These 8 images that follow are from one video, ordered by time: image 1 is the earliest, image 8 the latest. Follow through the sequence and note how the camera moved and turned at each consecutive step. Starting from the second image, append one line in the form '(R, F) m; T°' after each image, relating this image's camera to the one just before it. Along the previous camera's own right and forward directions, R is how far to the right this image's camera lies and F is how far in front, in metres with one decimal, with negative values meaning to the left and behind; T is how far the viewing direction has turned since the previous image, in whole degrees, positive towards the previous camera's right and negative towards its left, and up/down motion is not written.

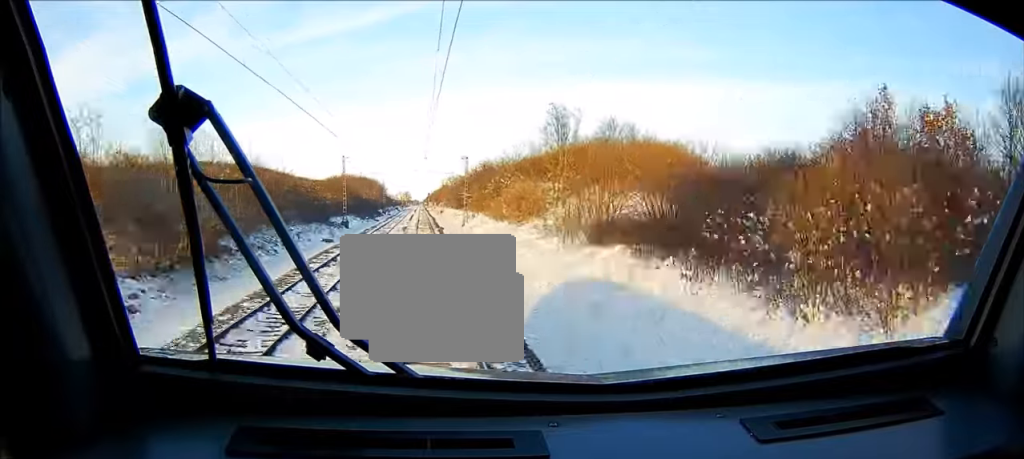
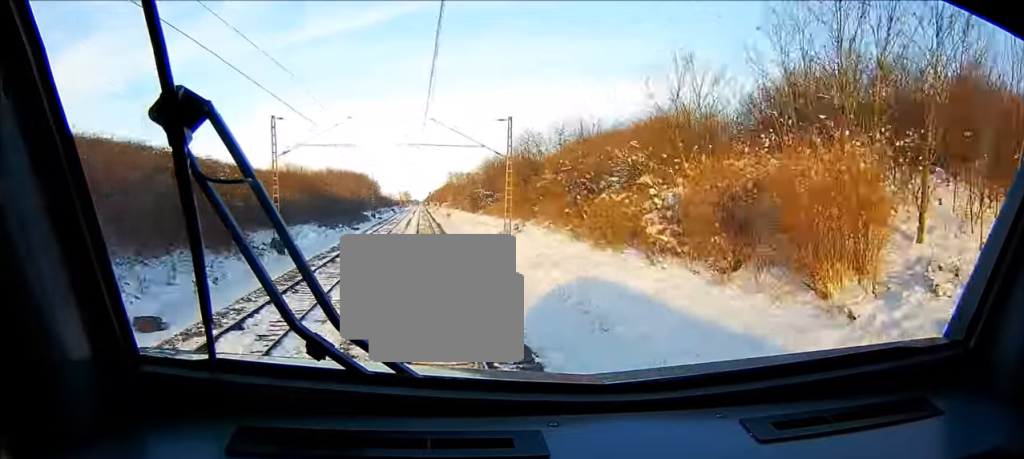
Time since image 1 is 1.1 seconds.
(+0.2, +34.5) m; +1°
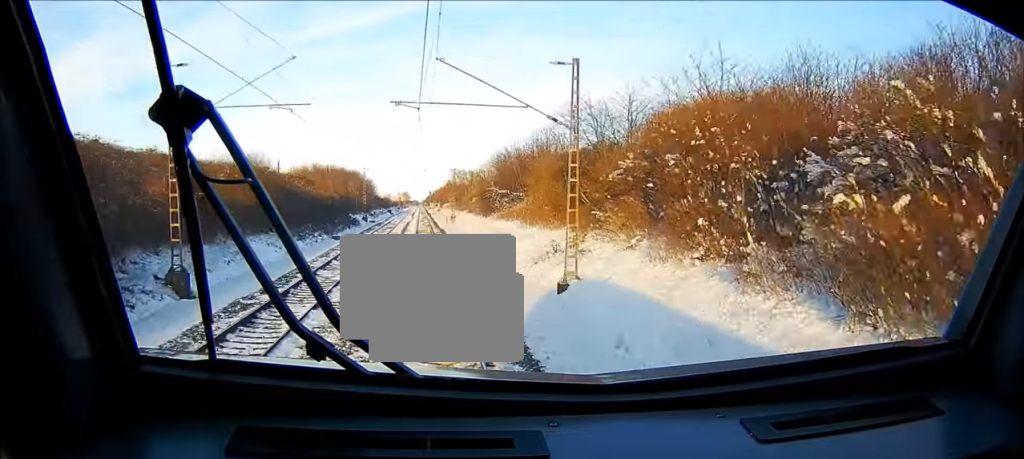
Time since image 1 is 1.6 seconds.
(+0.1, +16.8) m; 0°
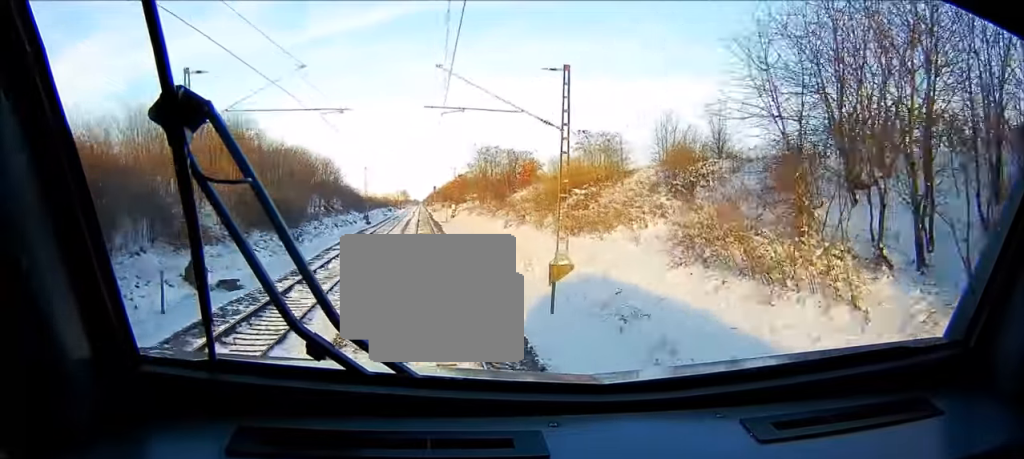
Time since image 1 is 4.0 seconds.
(+0.6, +74.6) m; +1°
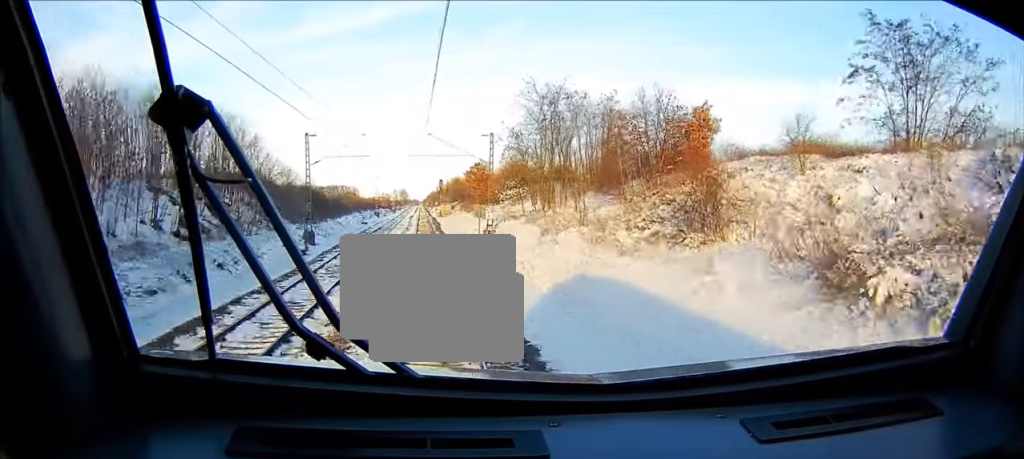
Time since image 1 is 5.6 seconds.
(0.0, +51.9) m; 0°
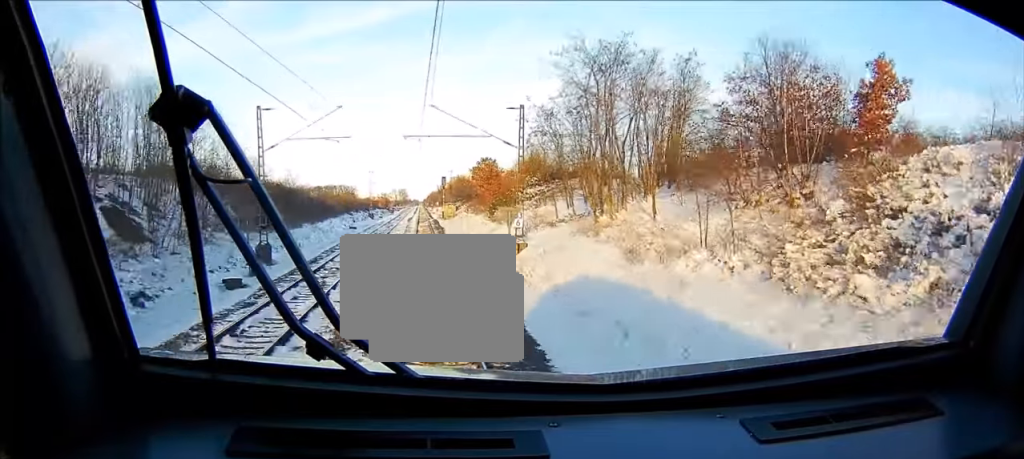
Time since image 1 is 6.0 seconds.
(-0.1, +15.3) m; 0°
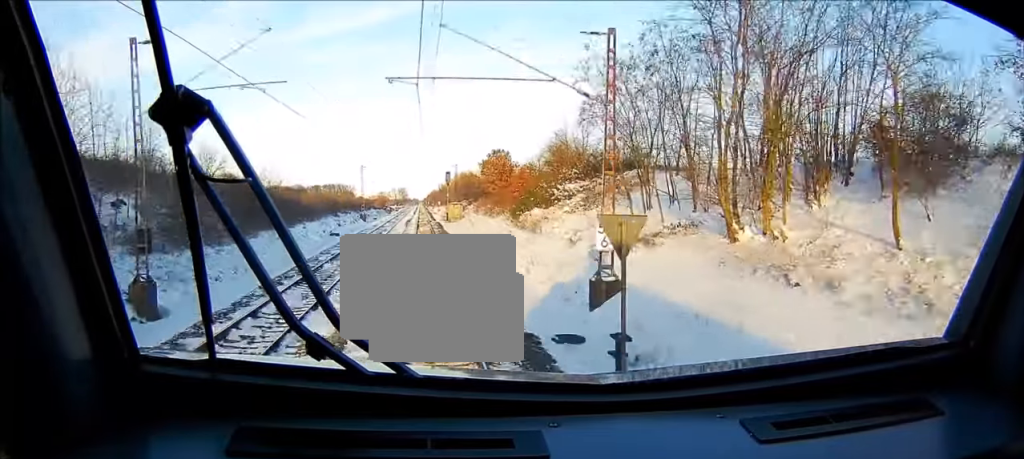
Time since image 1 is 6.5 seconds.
(0.0, +15.3) m; 0°
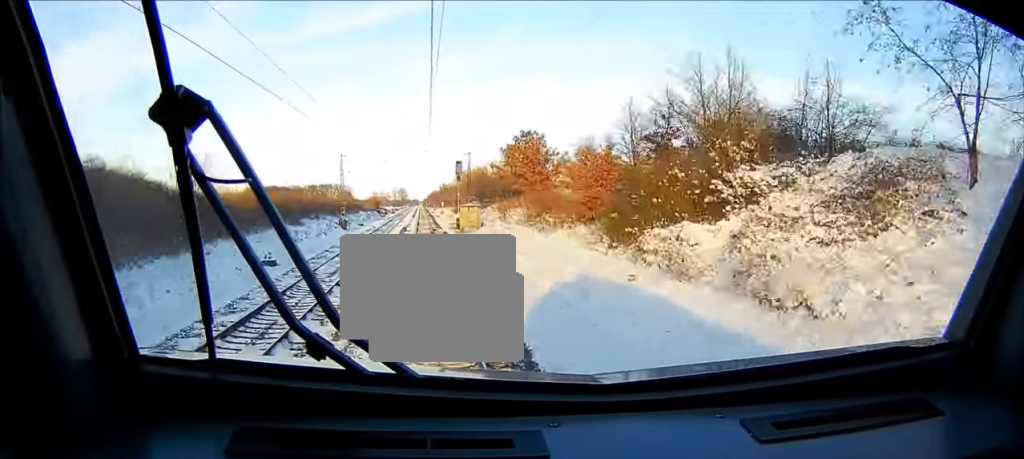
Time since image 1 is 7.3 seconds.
(+0.1, +25.4) m; 0°
